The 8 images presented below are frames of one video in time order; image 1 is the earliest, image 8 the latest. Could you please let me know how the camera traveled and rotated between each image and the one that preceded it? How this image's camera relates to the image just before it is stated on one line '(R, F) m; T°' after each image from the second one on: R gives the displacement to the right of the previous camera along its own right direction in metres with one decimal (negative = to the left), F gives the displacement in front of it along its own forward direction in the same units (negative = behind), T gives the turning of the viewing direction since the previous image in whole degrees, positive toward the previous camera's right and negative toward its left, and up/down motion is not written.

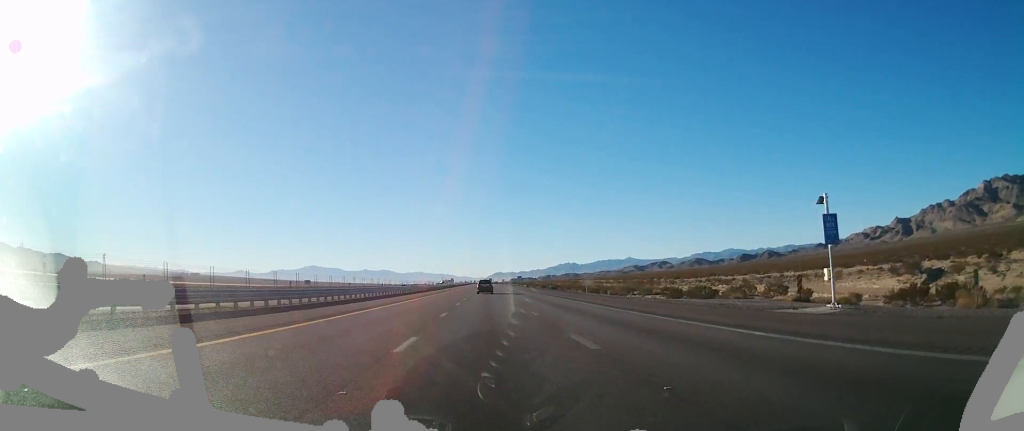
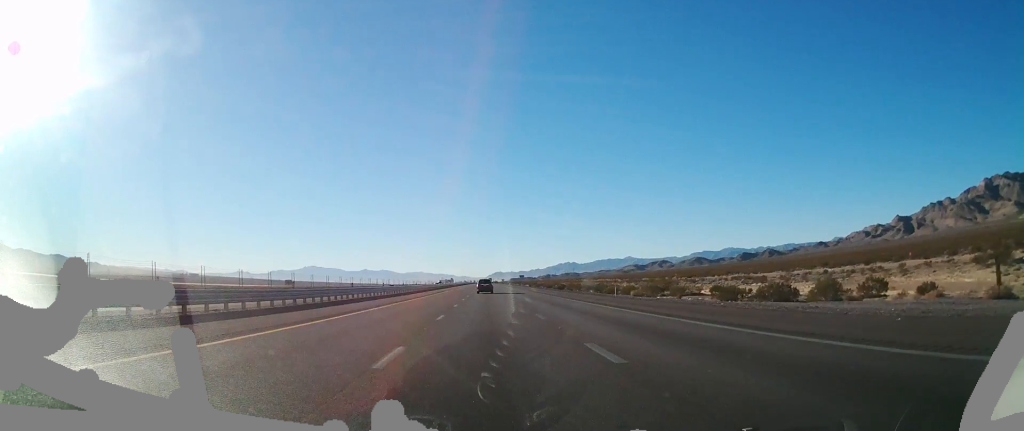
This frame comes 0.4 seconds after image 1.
(0.0, +14.4) m; -1°
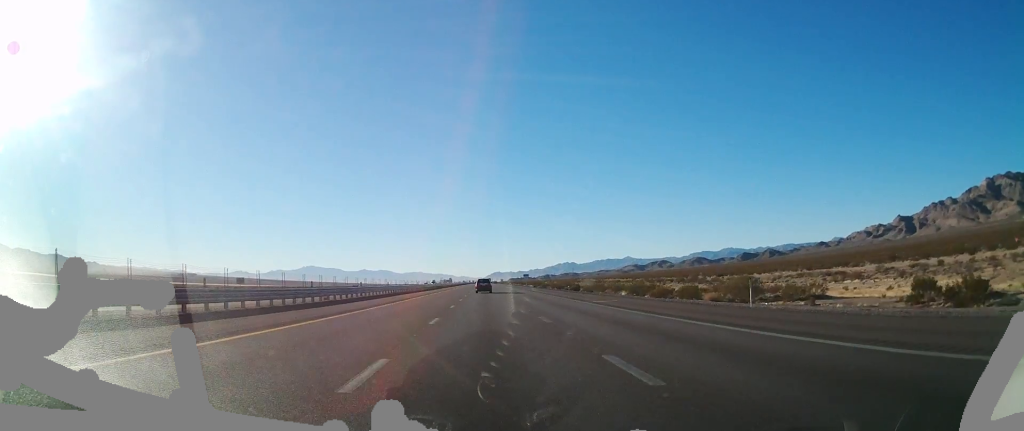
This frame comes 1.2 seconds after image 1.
(-0.4, +26.6) m; 0°
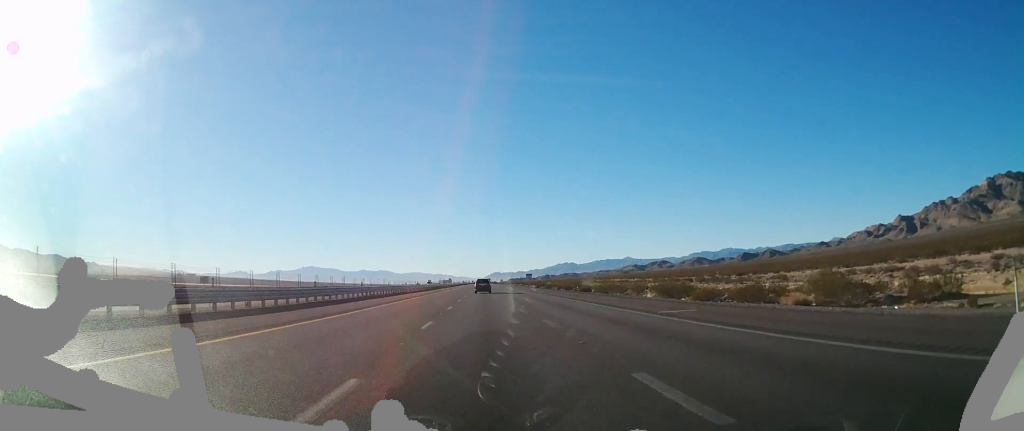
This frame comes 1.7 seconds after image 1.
(+0.1, +14.4) m; 0°
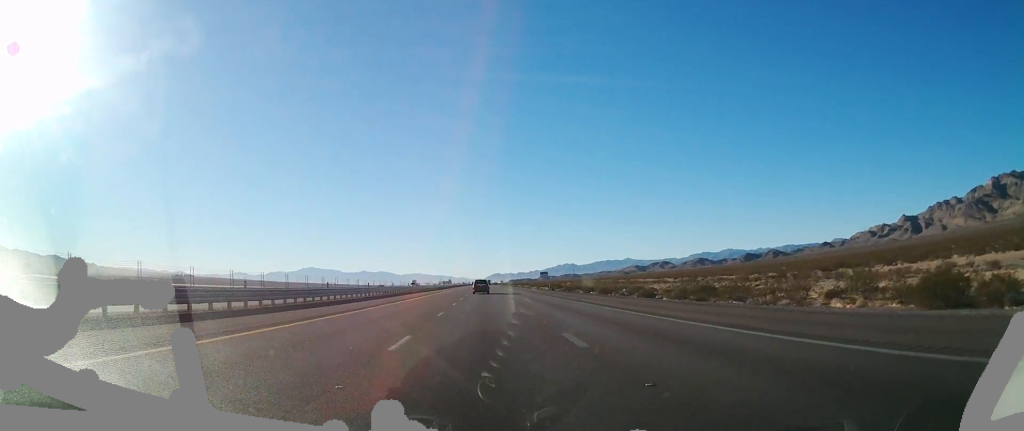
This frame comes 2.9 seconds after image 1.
(+0.5, +42.1) m; +1°
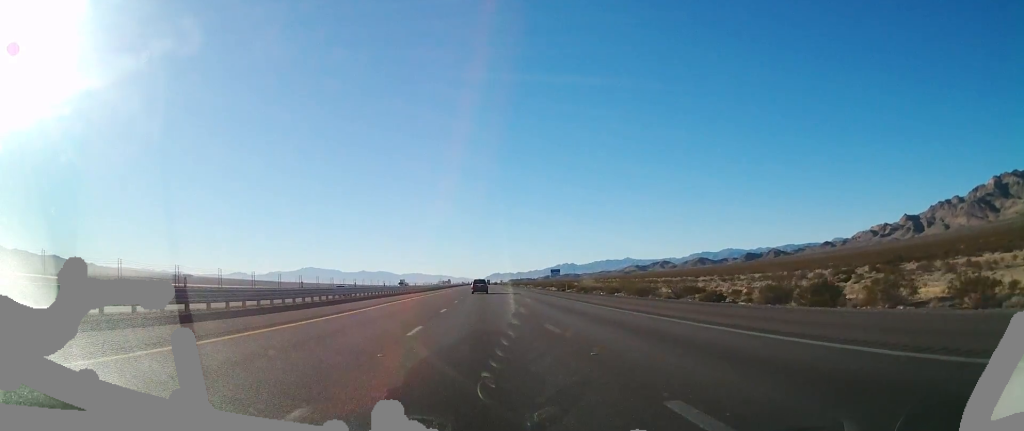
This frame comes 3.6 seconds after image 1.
(0.0, +21.1) m; 0°
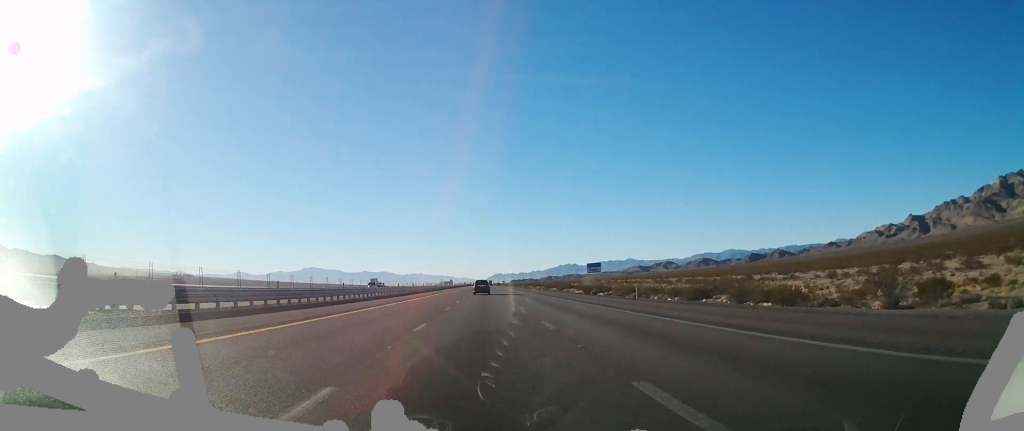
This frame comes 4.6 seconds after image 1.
(+0.2, +35.6) m; 0°
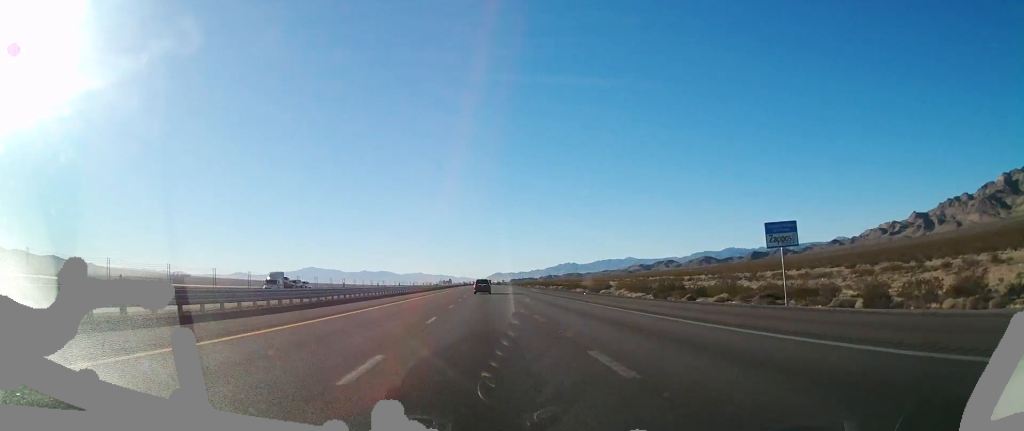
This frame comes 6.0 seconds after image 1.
(-0.4, +45.4) m; -1°
